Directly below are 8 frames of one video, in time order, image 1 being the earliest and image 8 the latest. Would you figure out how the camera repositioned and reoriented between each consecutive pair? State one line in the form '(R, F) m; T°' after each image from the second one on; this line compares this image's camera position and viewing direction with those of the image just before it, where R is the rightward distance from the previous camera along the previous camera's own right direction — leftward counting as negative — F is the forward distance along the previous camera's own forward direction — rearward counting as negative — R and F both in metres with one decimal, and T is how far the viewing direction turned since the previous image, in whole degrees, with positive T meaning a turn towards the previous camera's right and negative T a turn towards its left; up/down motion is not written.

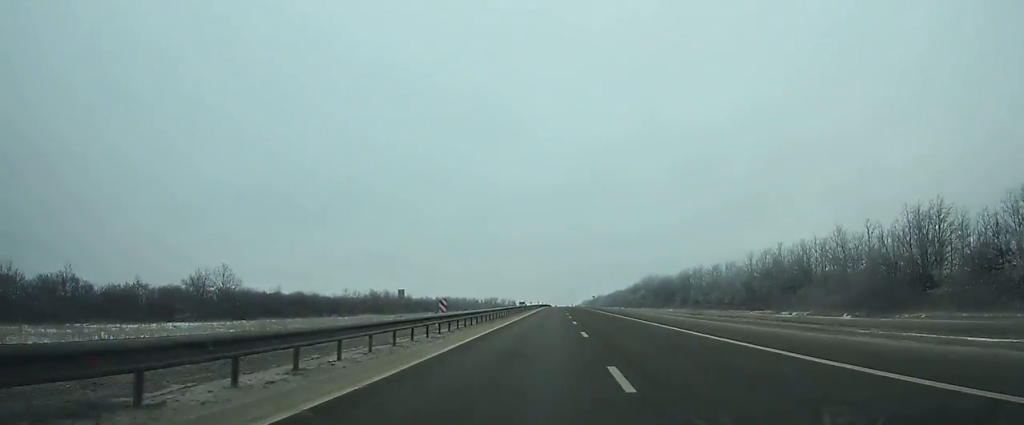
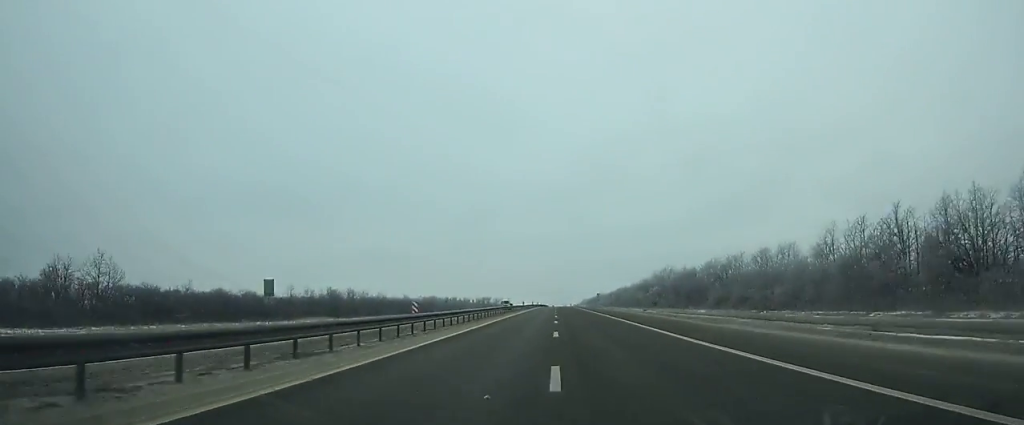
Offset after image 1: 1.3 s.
(0.0, +40.4) m; 0°
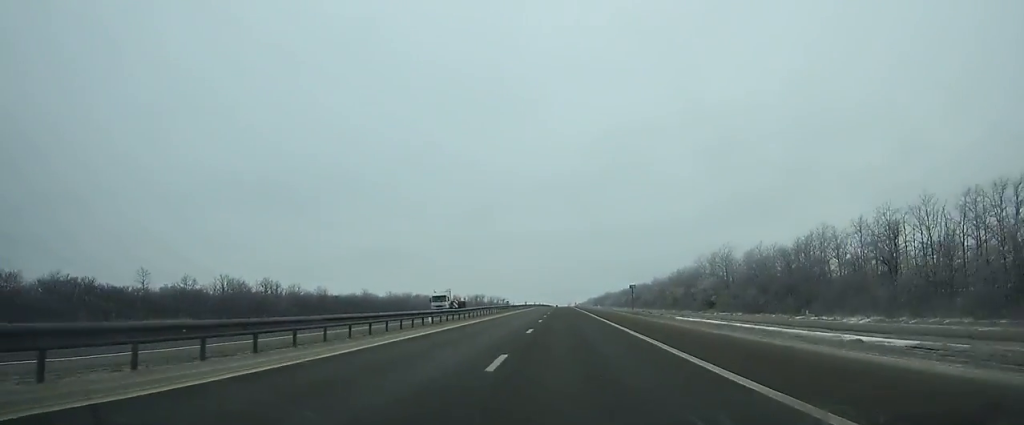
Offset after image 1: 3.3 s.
(0.0, +63.0) m; 0°
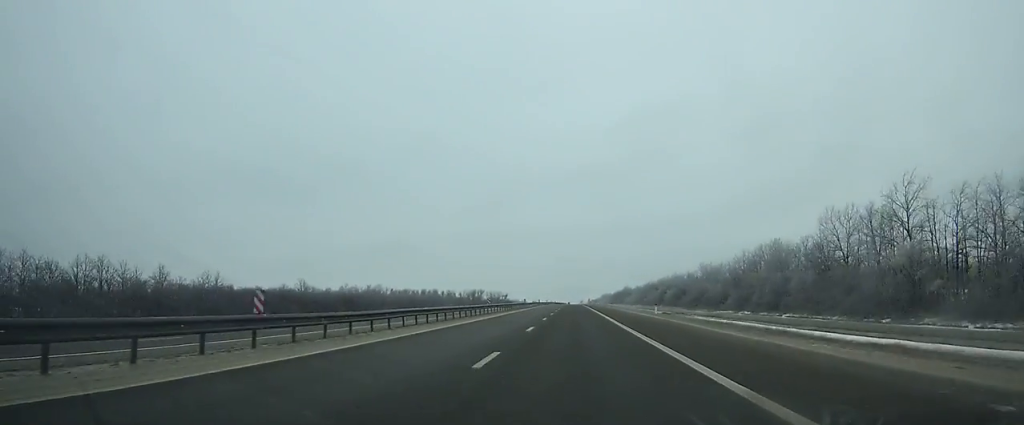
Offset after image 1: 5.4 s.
(-0.4, +64.3) m; 0°
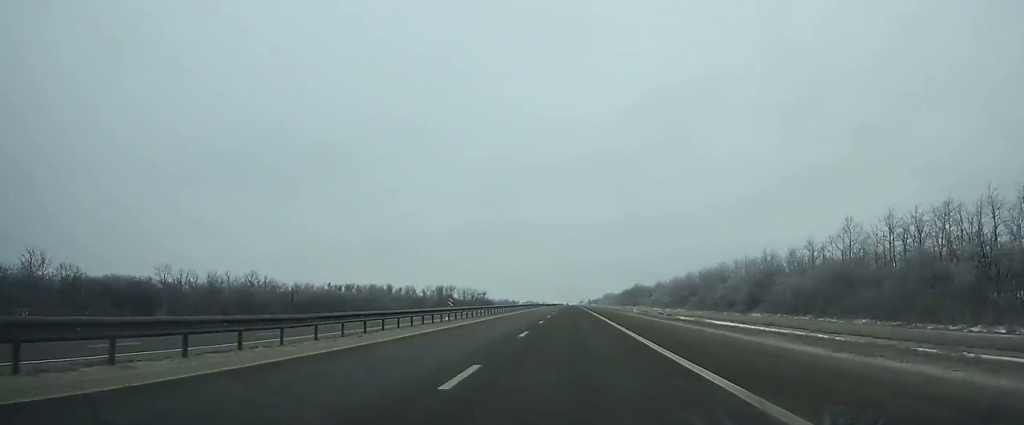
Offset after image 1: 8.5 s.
(-0.3, +91.9) m; 0°
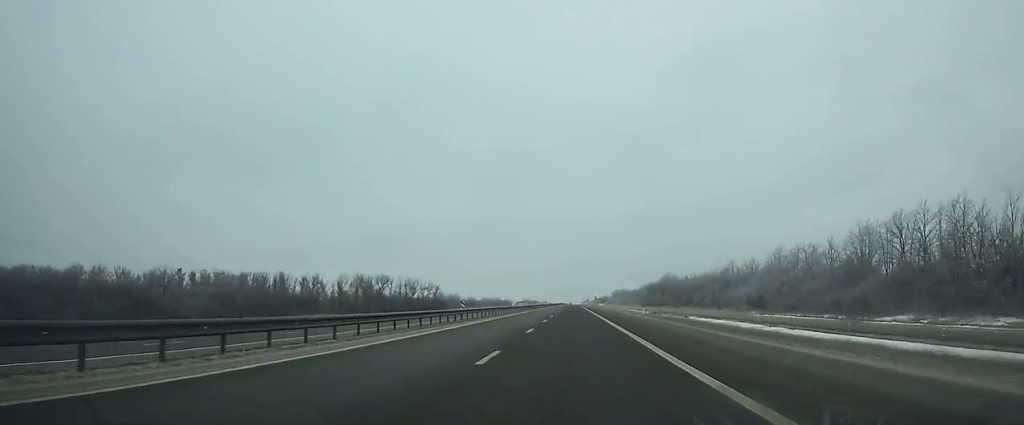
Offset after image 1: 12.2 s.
(-0.1, +104.4) m; 0°
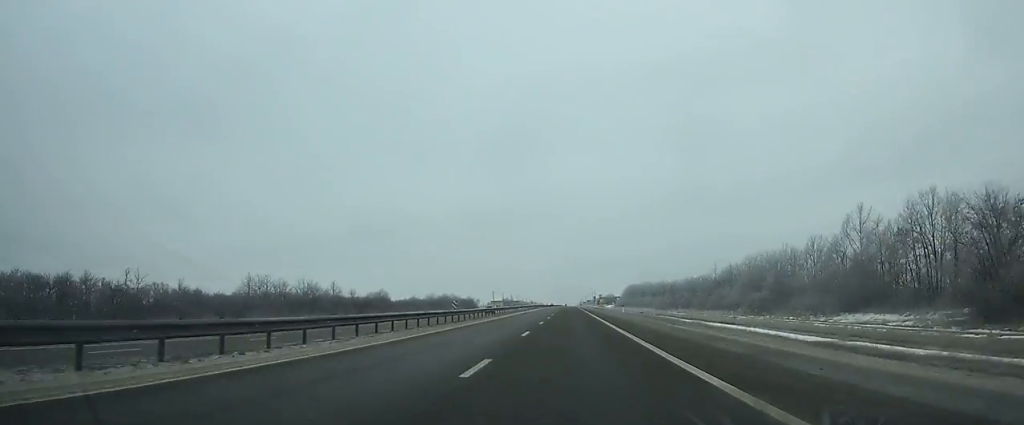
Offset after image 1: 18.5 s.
(+0.3, +165.6) m; 0°
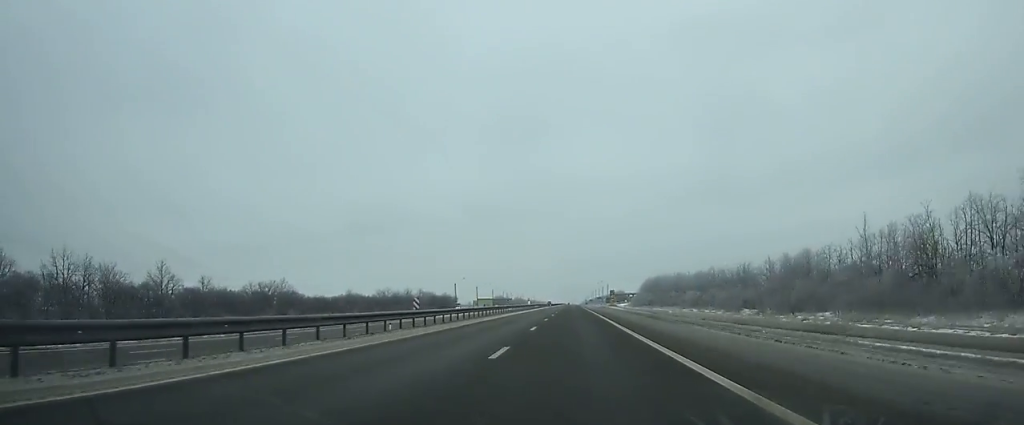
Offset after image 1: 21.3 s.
(0.0, +75.0) m; 0°
